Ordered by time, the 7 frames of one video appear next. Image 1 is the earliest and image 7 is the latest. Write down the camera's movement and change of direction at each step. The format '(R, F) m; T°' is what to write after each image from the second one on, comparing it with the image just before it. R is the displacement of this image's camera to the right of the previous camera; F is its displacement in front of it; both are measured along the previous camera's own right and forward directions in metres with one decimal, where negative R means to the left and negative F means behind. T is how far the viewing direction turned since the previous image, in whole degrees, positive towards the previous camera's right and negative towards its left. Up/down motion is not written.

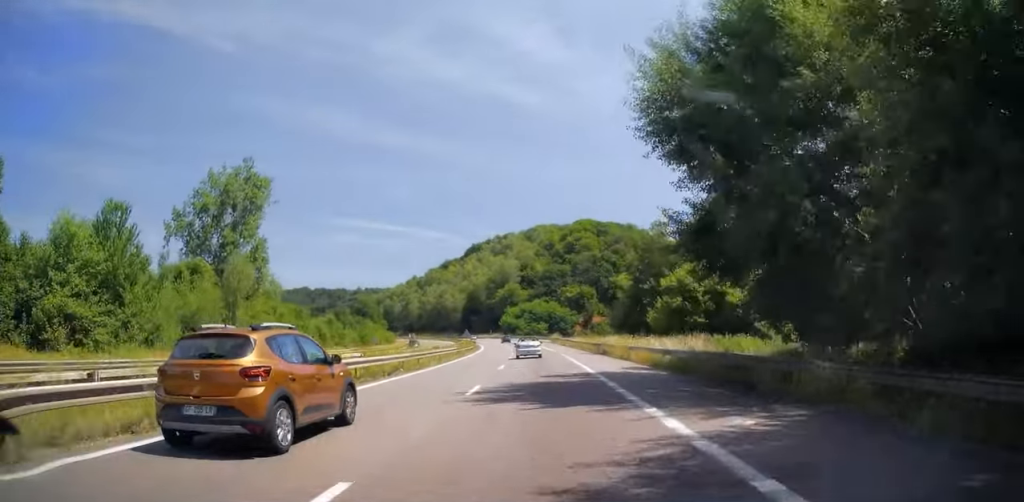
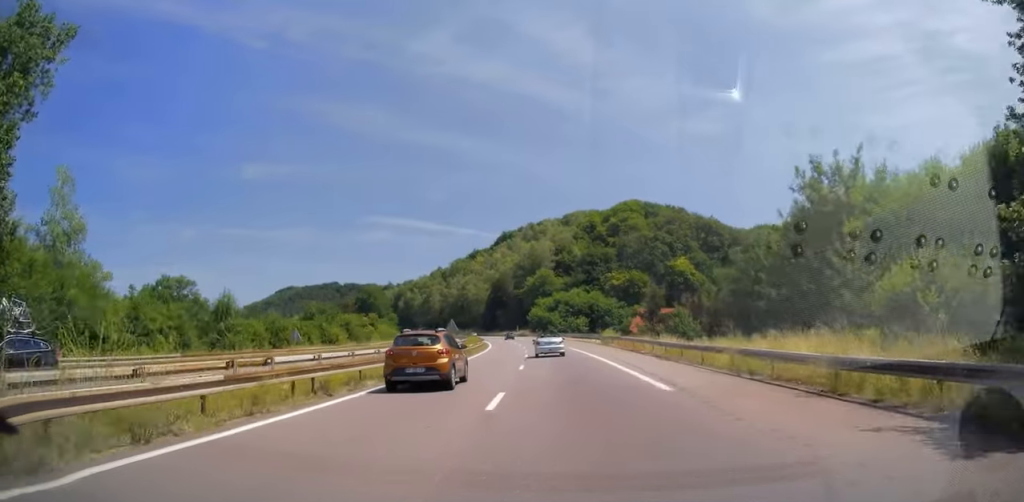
(-0.9, +40.0) m; -3°
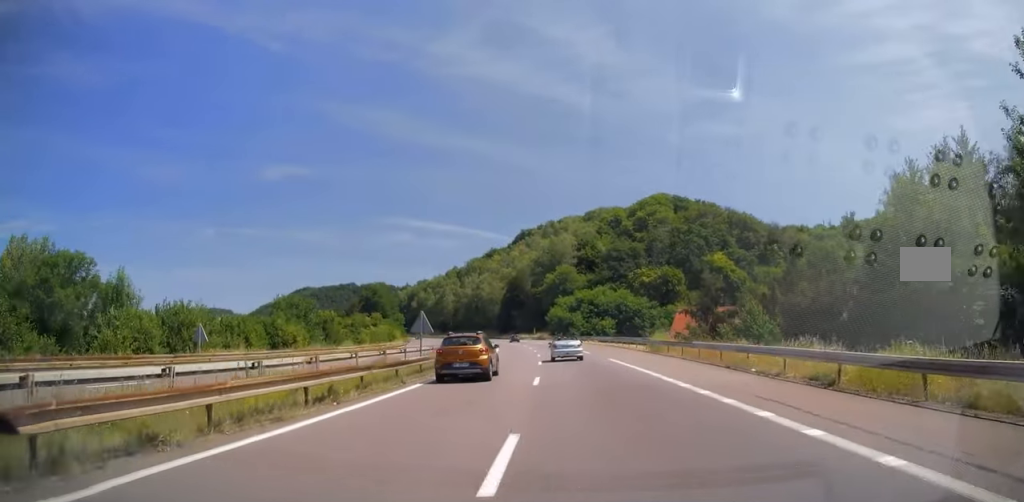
(0.0, +18.3) m; -2°
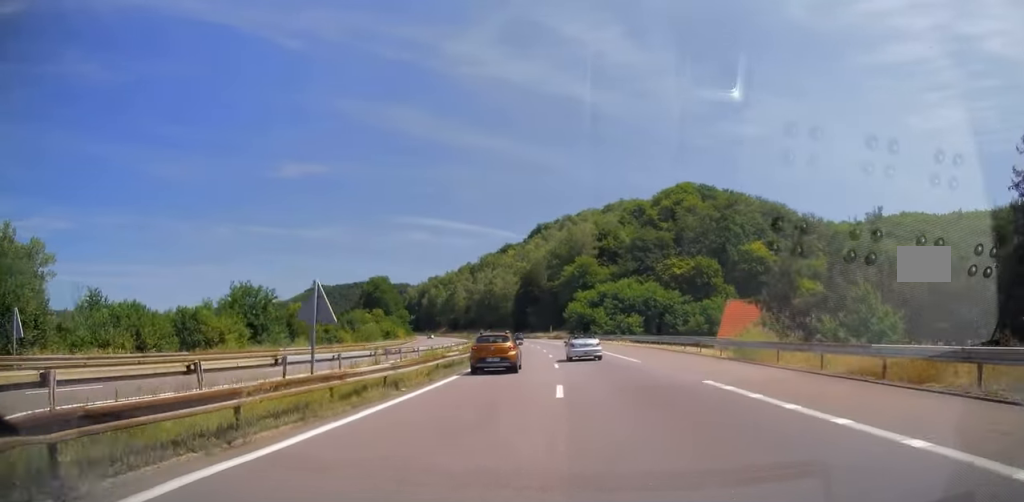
(-0.5, +16.3) m; -1°
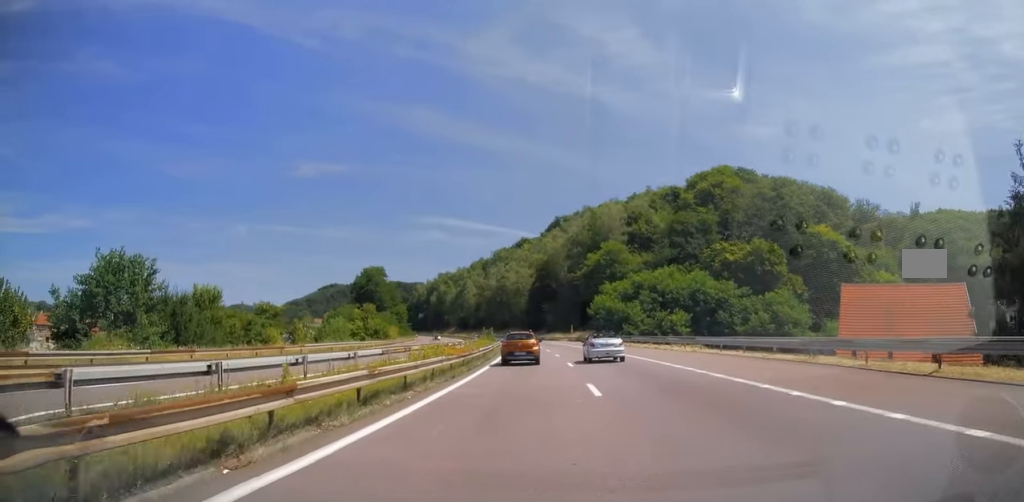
(-0.5, +24.7) m; -2°
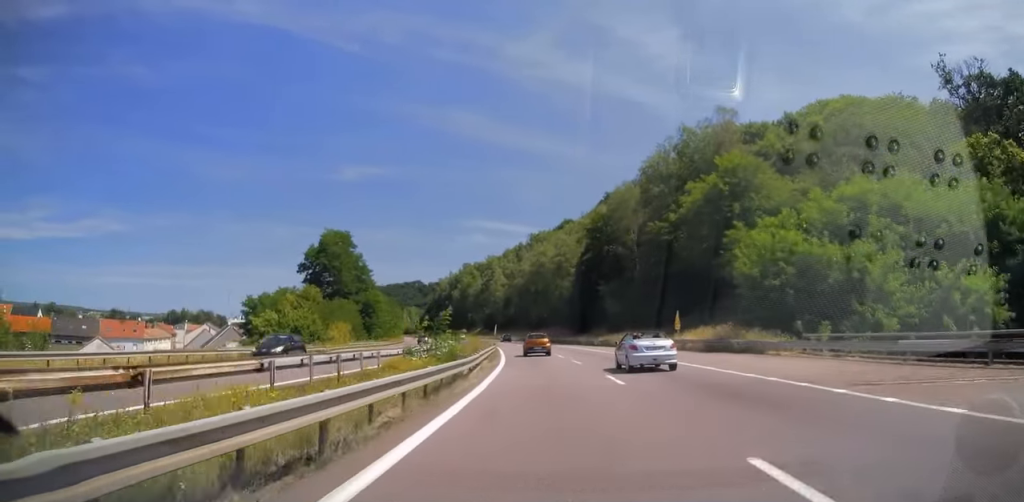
(-2.5, +59.7) m; -4°
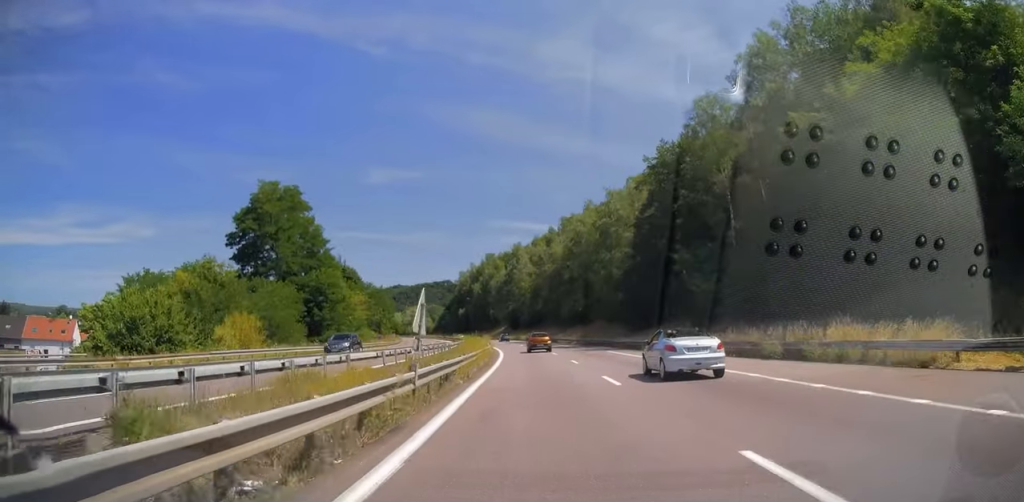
(-0.7, +34.9) m; -3°
